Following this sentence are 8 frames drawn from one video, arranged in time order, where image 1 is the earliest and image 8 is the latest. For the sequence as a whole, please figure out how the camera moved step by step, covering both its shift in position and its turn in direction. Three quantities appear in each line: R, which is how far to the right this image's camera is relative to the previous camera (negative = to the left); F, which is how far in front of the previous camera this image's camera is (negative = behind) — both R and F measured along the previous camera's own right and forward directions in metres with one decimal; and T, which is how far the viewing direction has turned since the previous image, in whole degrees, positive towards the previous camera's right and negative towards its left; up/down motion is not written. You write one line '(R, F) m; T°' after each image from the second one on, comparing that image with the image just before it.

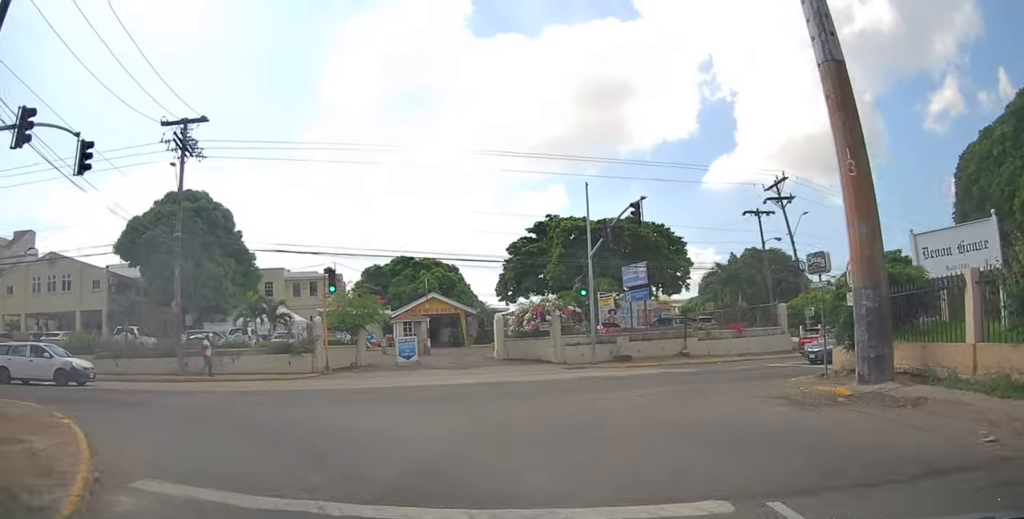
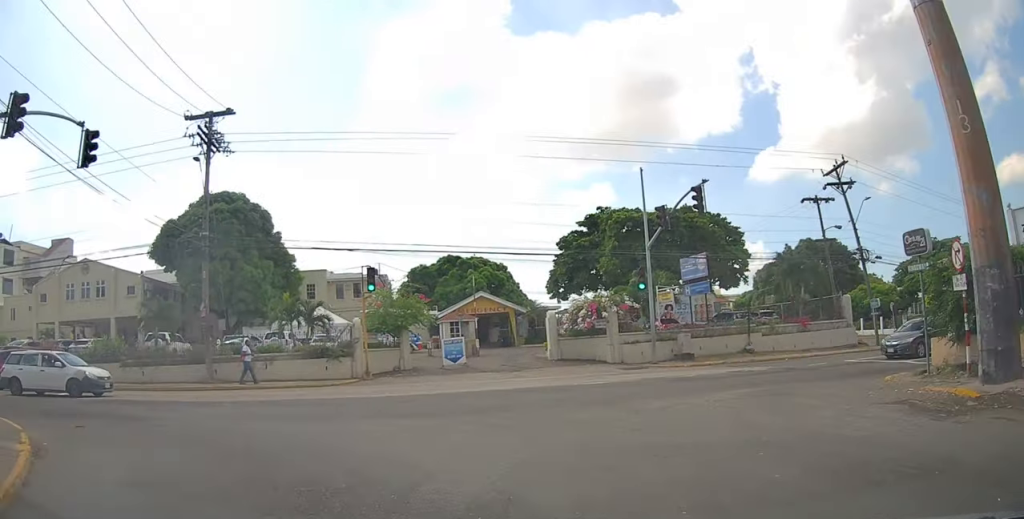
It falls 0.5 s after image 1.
(-0.1, +2.2) m; -6°
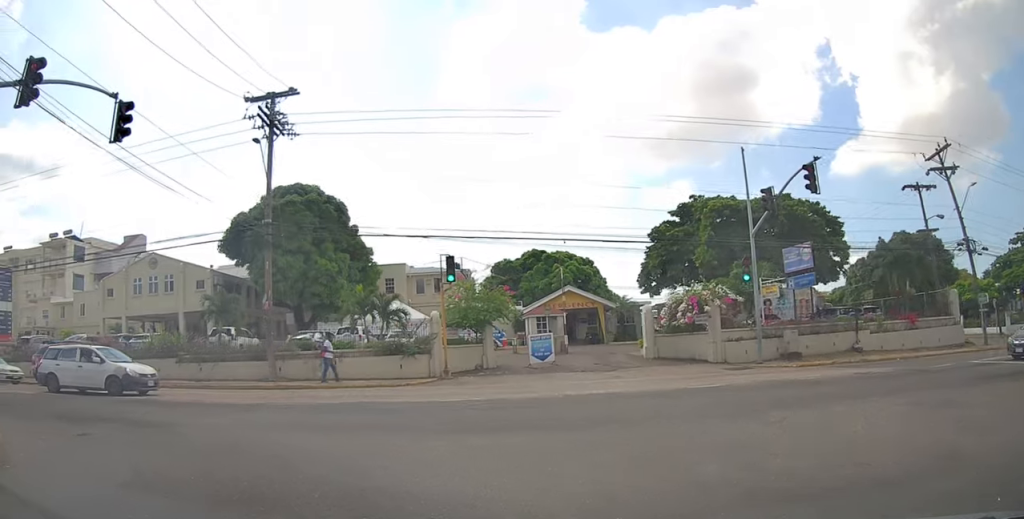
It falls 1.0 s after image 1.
(-0.3, +2.3) m; -11°
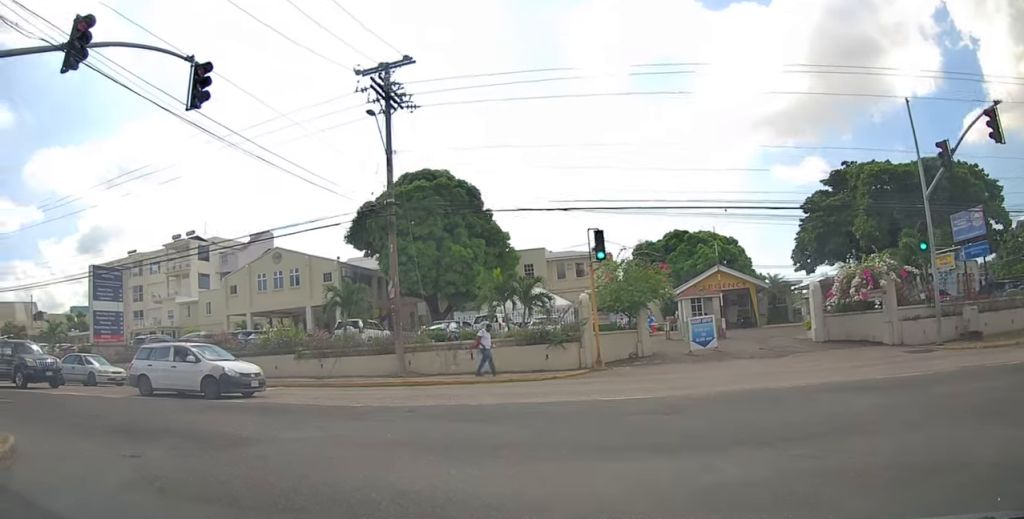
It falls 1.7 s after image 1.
(-0.3, +2.5) m; -16°
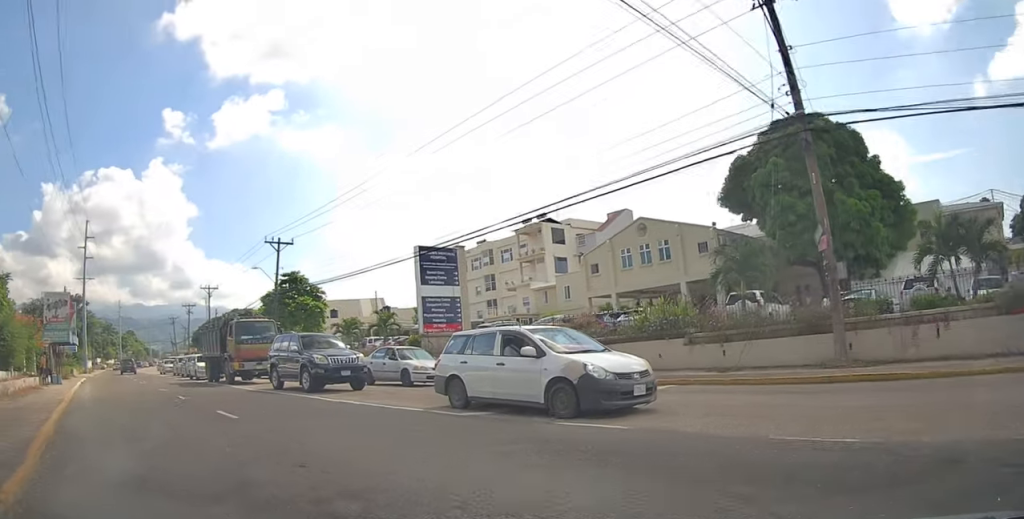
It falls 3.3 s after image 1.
(-2.0, +5.2) m; -46°
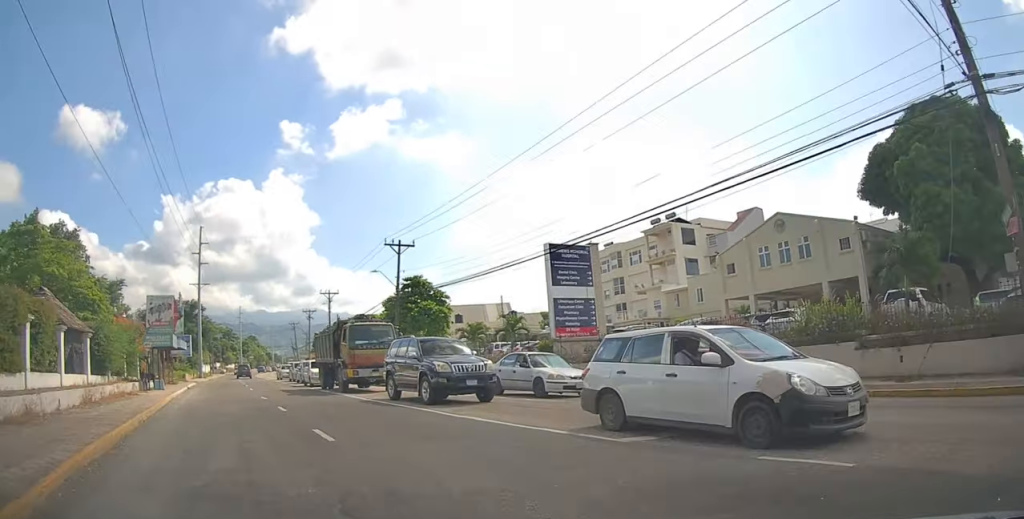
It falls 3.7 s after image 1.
(-0.3, +2.1) m; -7°
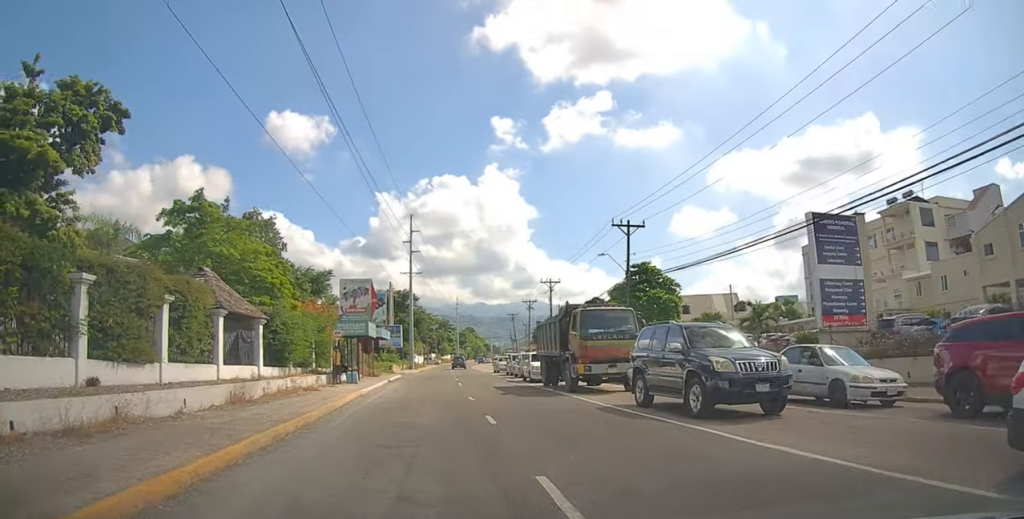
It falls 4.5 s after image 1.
(-0.5, +4.2) m; -11°
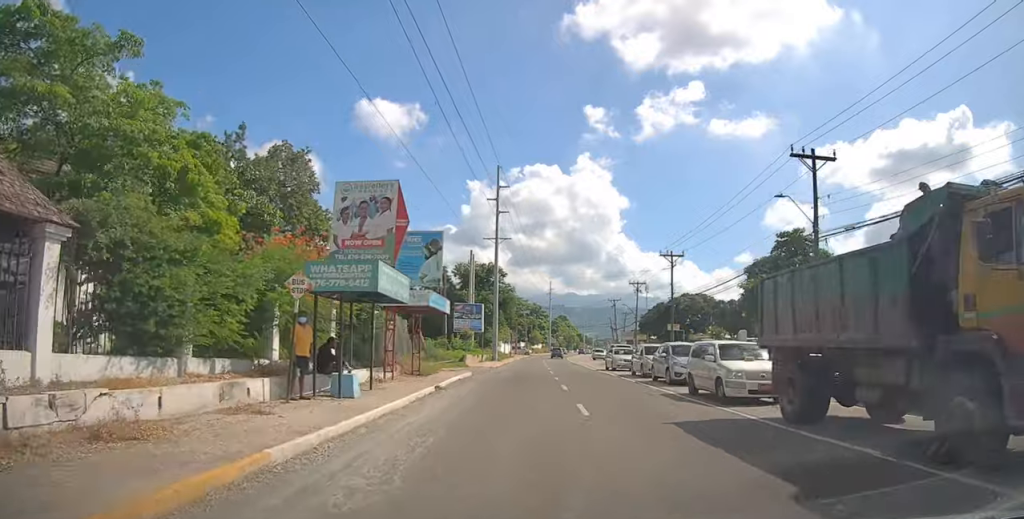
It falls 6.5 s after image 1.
(-2.0, +14.3) m; -9°
